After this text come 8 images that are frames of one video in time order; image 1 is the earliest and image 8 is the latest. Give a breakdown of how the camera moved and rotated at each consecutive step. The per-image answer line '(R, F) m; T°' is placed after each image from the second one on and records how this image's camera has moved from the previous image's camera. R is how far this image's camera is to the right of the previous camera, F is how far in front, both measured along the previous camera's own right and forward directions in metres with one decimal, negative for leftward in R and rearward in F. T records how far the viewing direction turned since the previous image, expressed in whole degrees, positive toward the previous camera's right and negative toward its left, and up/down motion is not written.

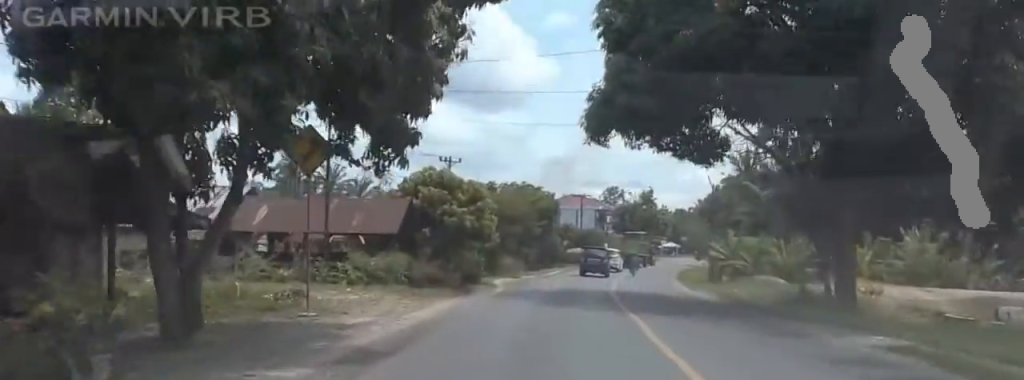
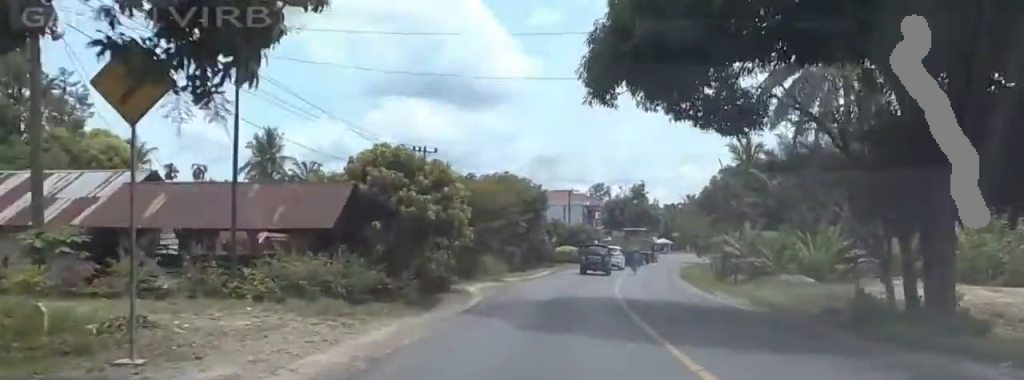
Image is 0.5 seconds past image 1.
(0.0, +7.7) m; +1°
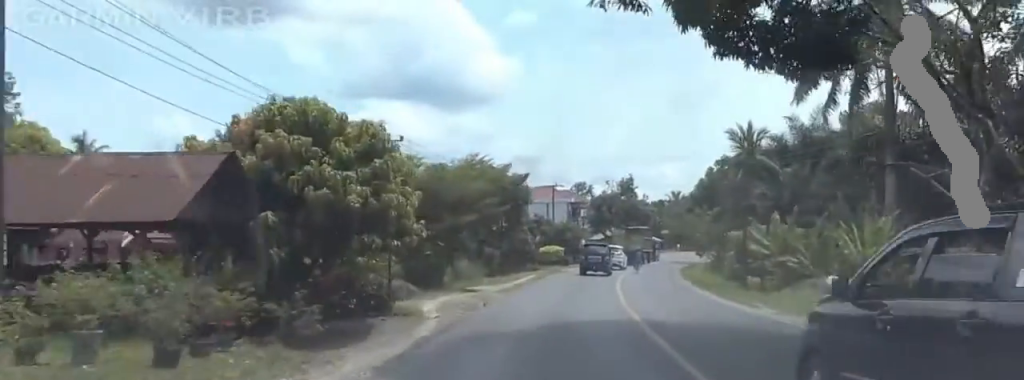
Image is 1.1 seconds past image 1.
(-0.1, +8.8) m; +1°
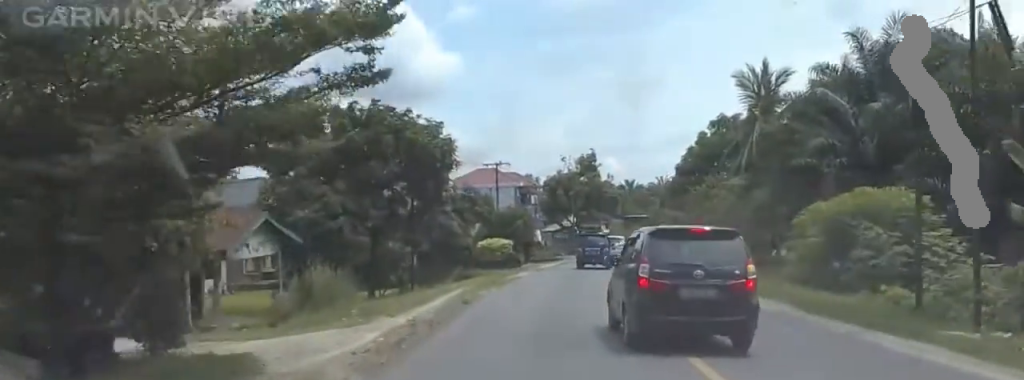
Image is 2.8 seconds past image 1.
(+0.6, +24.1) m; 0°
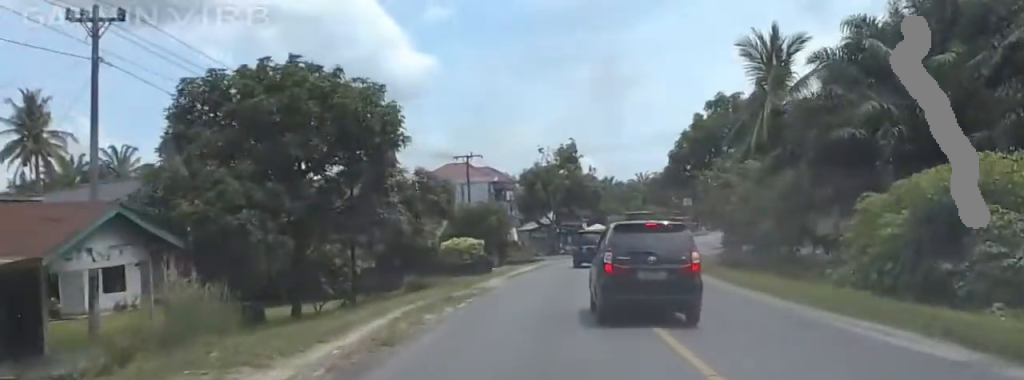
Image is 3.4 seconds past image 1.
(0.0, +8.7) m; 0°
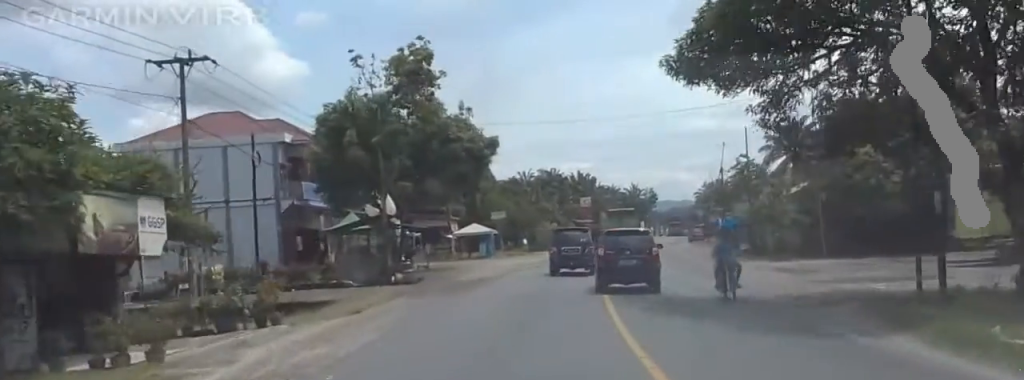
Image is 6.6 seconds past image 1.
(+3.8, +44.8) m; +11°
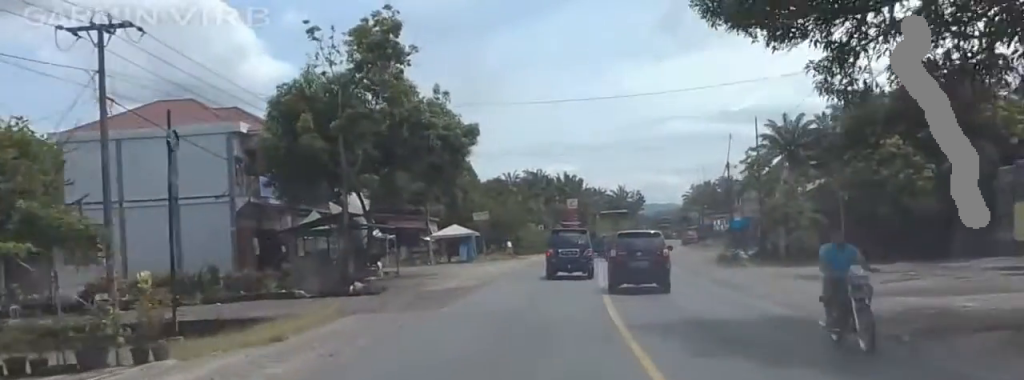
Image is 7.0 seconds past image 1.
(-0.2, +5.4) m; +3°
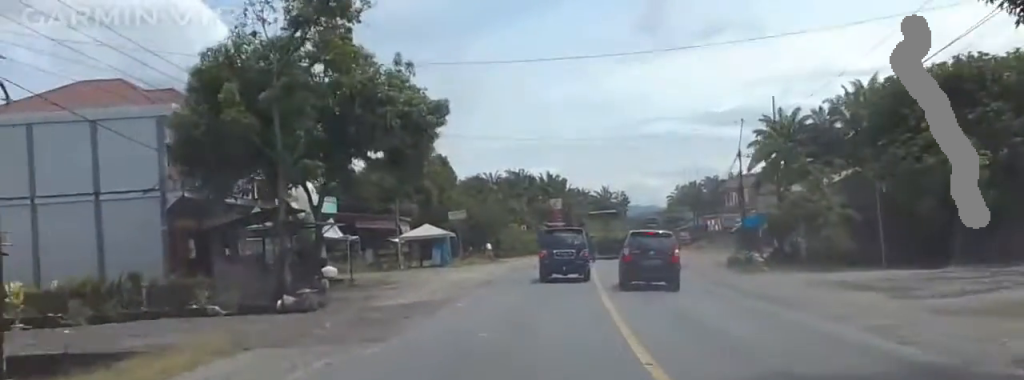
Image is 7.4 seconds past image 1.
(+0.2, +6.4) m; +2°
